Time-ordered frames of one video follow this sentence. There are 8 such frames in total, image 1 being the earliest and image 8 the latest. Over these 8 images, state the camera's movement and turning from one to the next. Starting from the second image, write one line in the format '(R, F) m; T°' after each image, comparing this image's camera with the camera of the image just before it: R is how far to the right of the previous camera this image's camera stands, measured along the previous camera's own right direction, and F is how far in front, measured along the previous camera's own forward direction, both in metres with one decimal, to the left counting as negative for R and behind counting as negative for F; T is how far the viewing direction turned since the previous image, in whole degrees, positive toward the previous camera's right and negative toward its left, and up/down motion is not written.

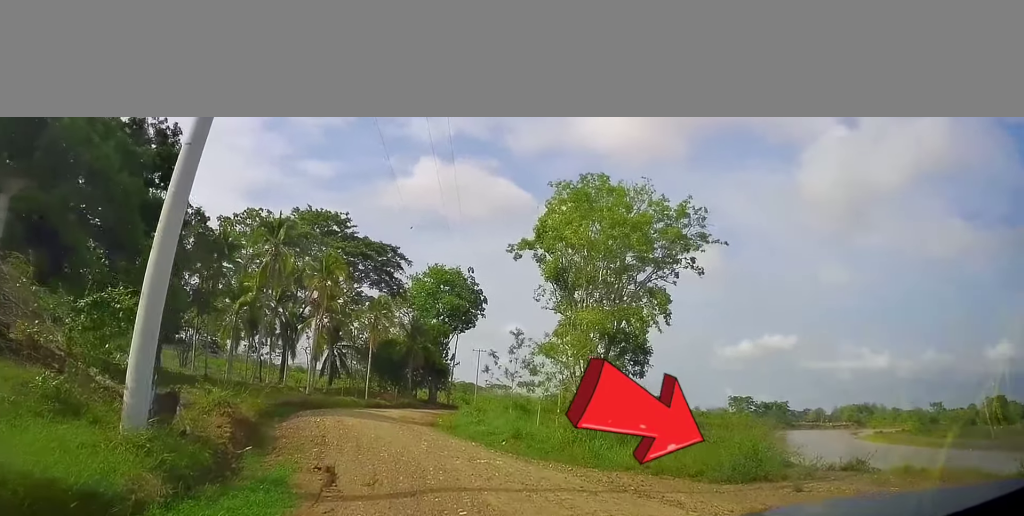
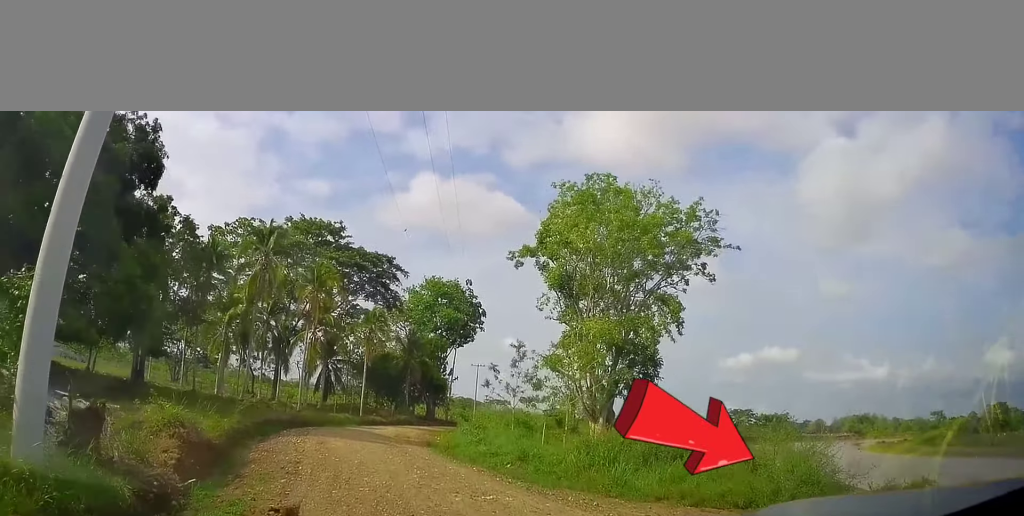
(+0.3, +2.0) m; -1°
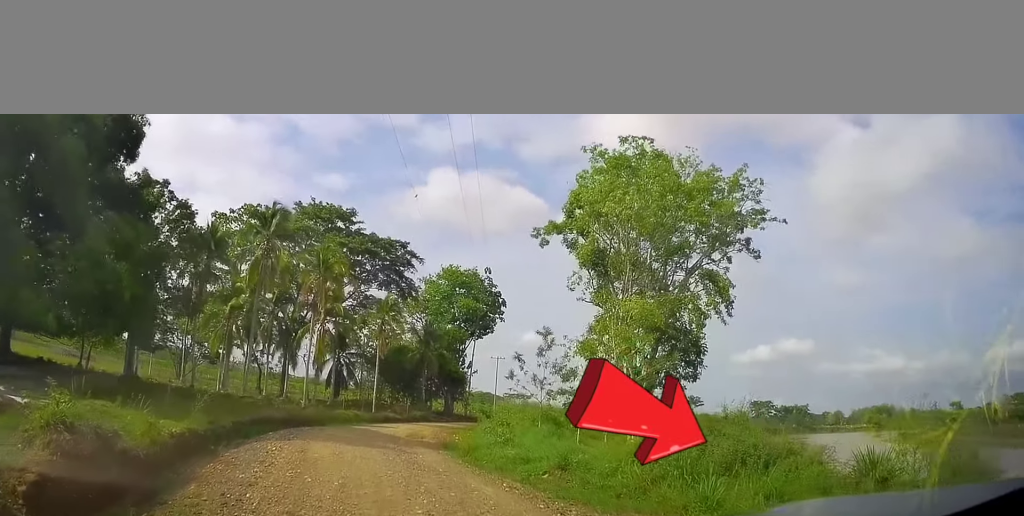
(-0.4, +3.5) m; -7°
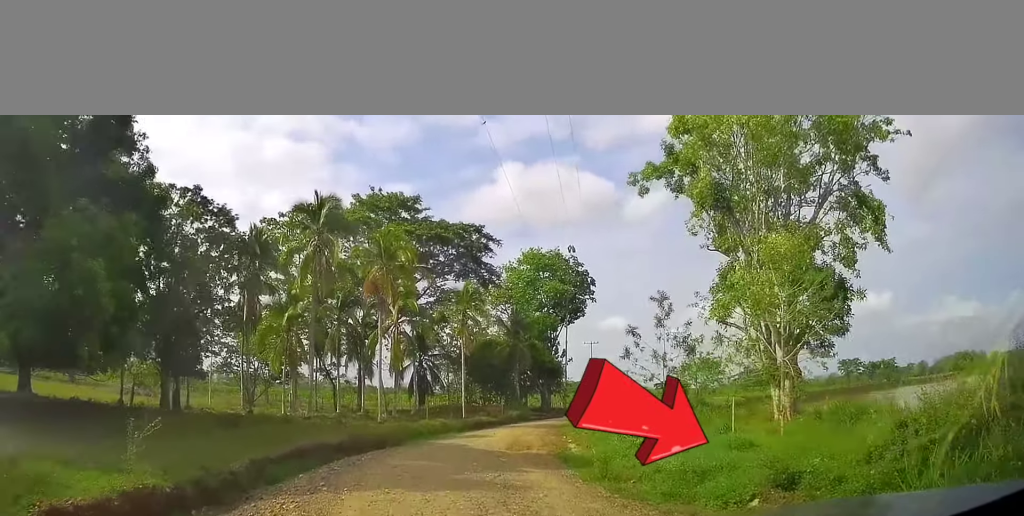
(-0.2, +5.7) m; -1°
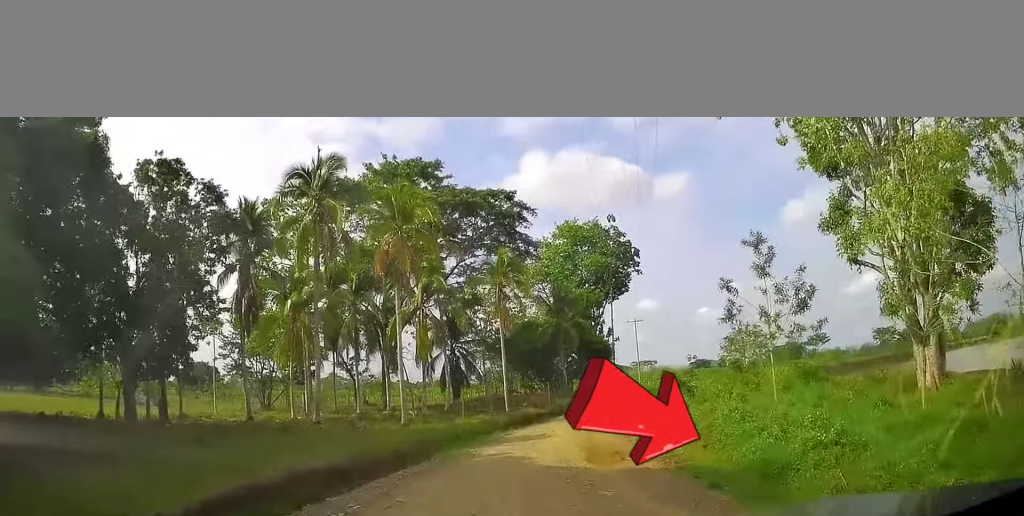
(0.0, +6.4) m; -2°
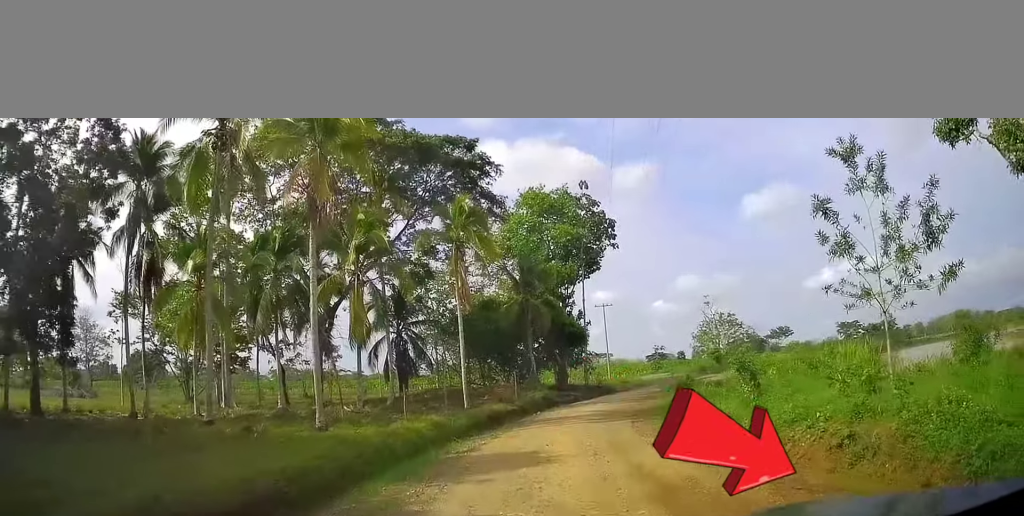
(-0.3, +7.7) m; -4°
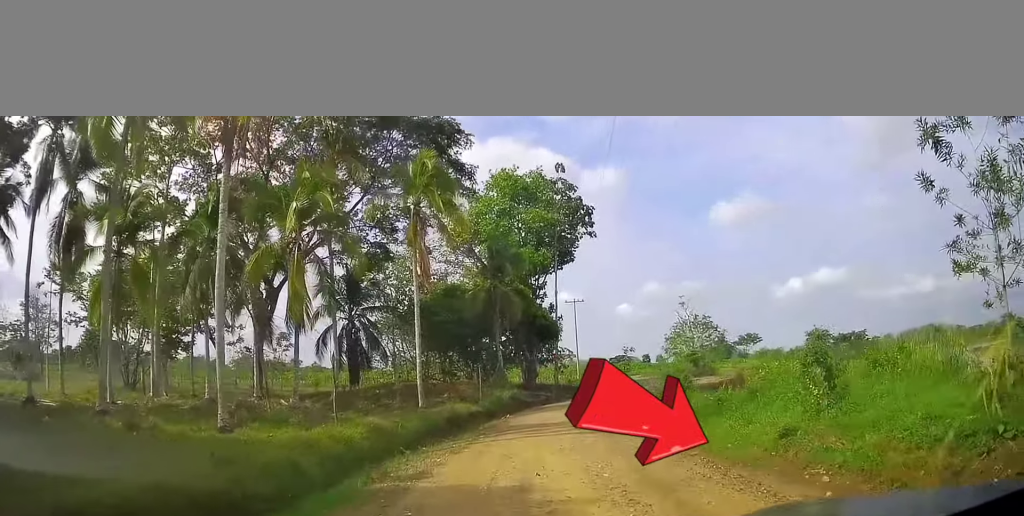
(-0.1, +4.9) m; +4°
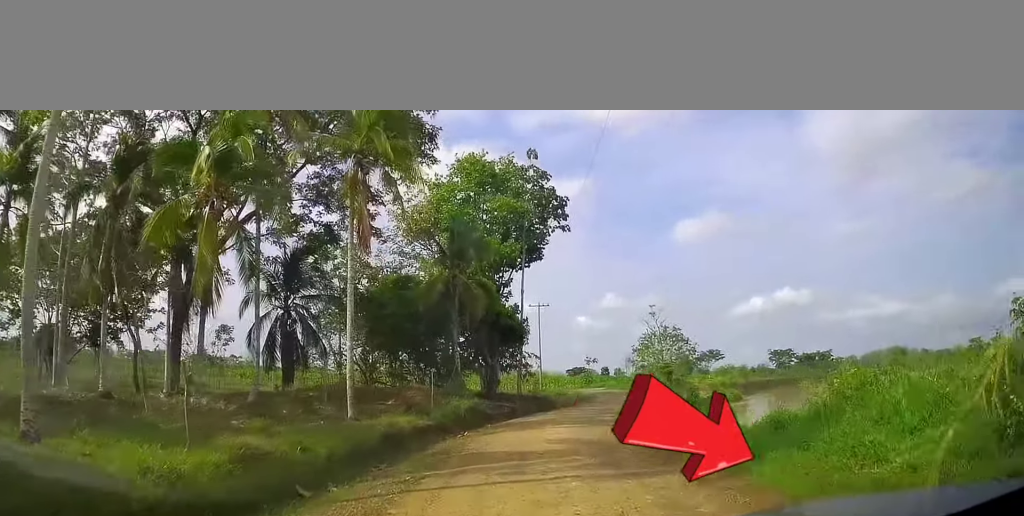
(+0.4, +5.7) m; +5°
